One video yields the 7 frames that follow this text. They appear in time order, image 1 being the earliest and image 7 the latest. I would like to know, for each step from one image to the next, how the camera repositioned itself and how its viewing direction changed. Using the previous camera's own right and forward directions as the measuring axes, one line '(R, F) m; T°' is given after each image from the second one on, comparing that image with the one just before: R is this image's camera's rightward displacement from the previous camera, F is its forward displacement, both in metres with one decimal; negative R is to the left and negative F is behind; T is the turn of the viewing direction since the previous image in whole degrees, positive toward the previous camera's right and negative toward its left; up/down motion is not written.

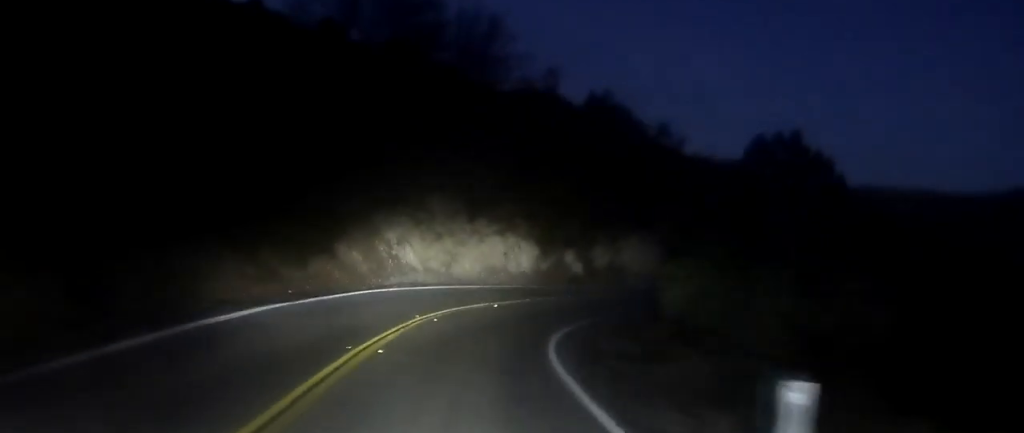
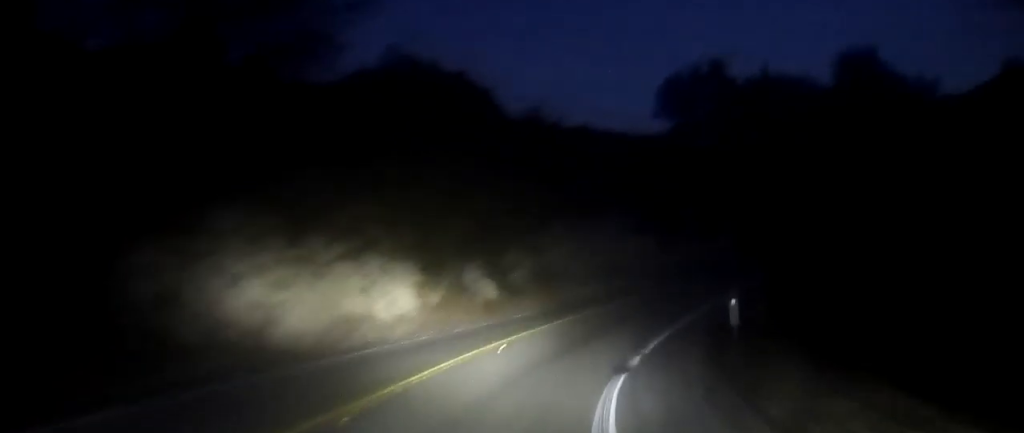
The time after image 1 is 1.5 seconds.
(+2.7, +18.1) m; +22°
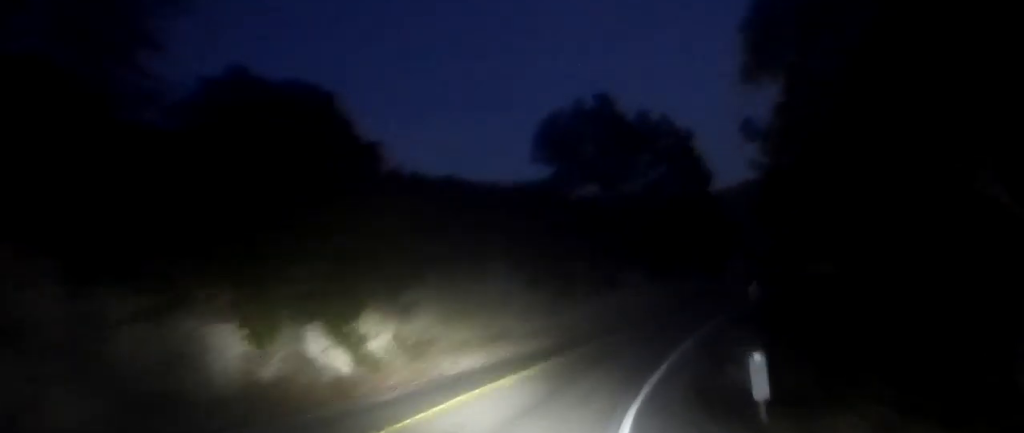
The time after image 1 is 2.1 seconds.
(+1.0, +7.0) m; +13°
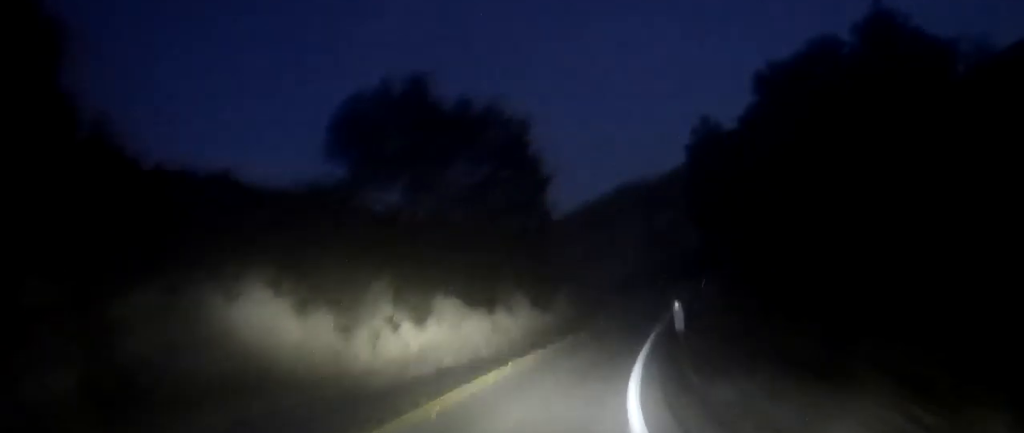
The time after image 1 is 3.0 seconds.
(+2.1, +10.8) m; +15°
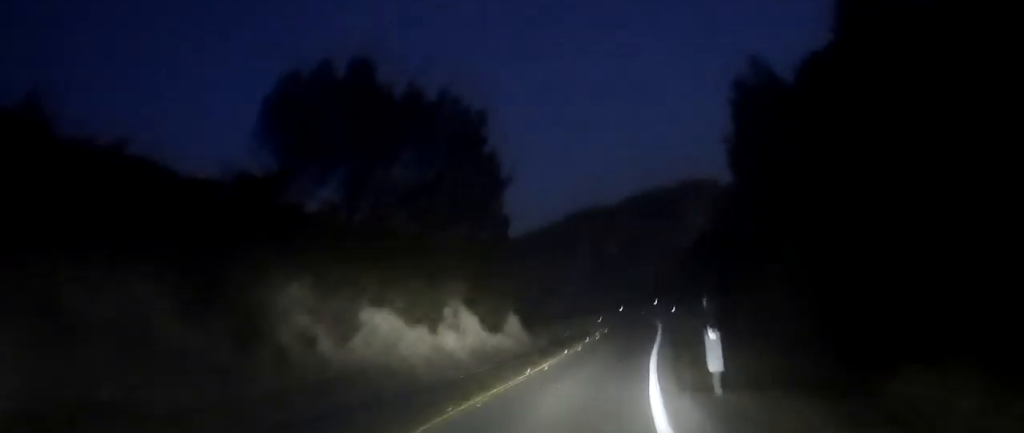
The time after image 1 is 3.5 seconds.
(+0.5, +6.2) m; +6°
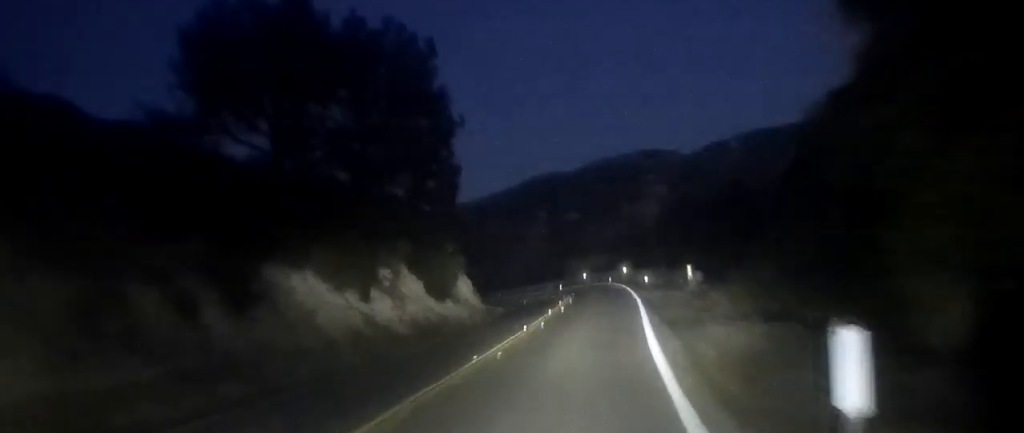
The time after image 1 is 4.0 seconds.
(0.0, +6.4) m; +2°
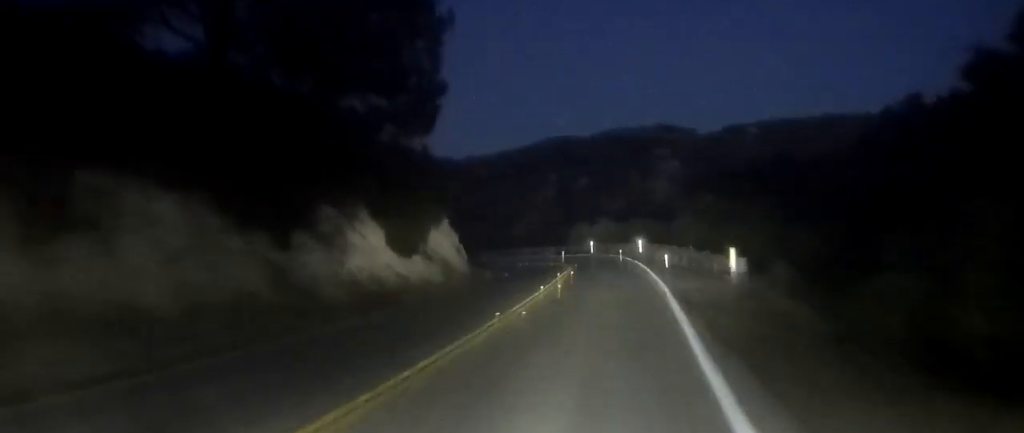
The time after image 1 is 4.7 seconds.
(+0.2, +8.6) m; +2°
